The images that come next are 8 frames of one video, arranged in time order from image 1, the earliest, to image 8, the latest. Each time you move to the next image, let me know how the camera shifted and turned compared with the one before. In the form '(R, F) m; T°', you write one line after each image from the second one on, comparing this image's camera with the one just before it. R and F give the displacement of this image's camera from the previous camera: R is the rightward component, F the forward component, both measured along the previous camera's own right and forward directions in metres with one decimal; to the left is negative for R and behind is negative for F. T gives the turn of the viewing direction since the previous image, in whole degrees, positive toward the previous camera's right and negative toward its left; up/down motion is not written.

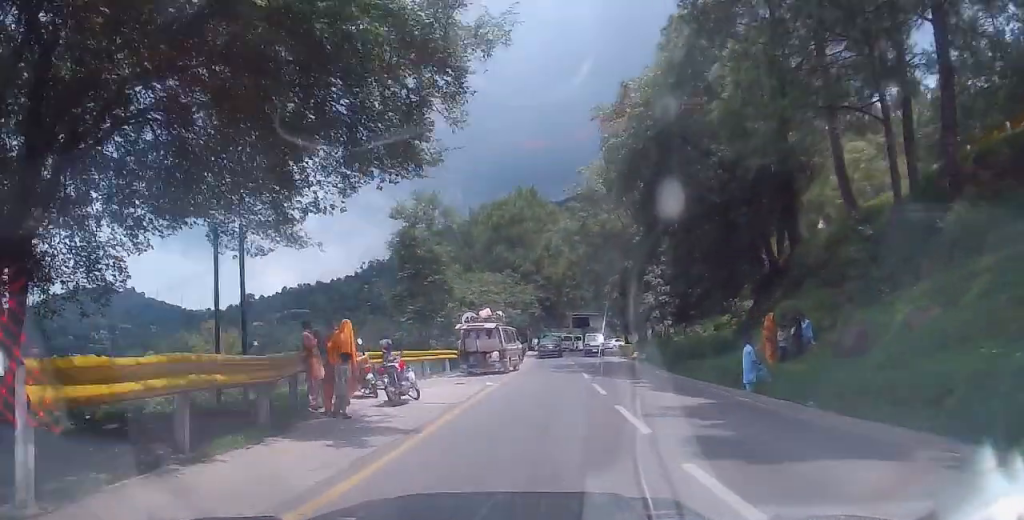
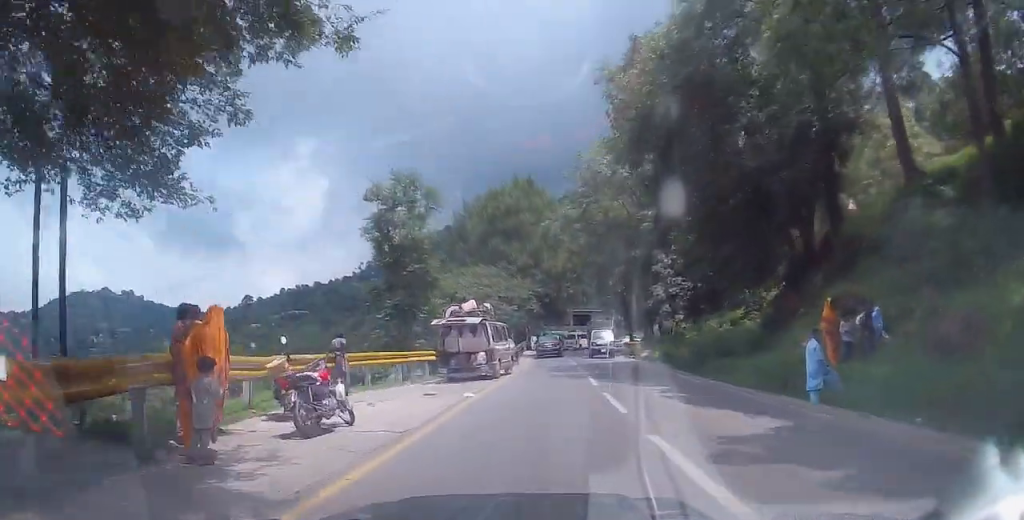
(-0.1, +4.4) m; +1°
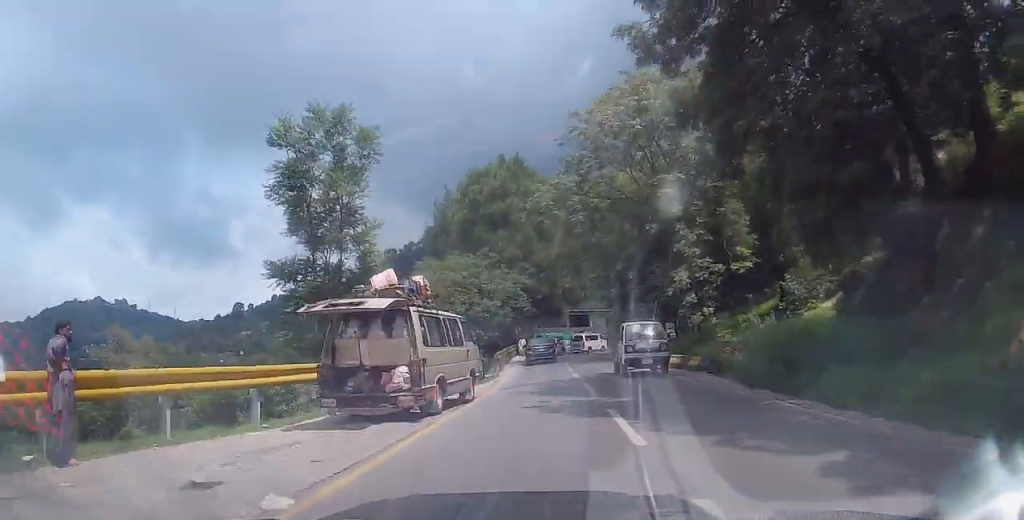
(+0.5, +9.6) m; -1°
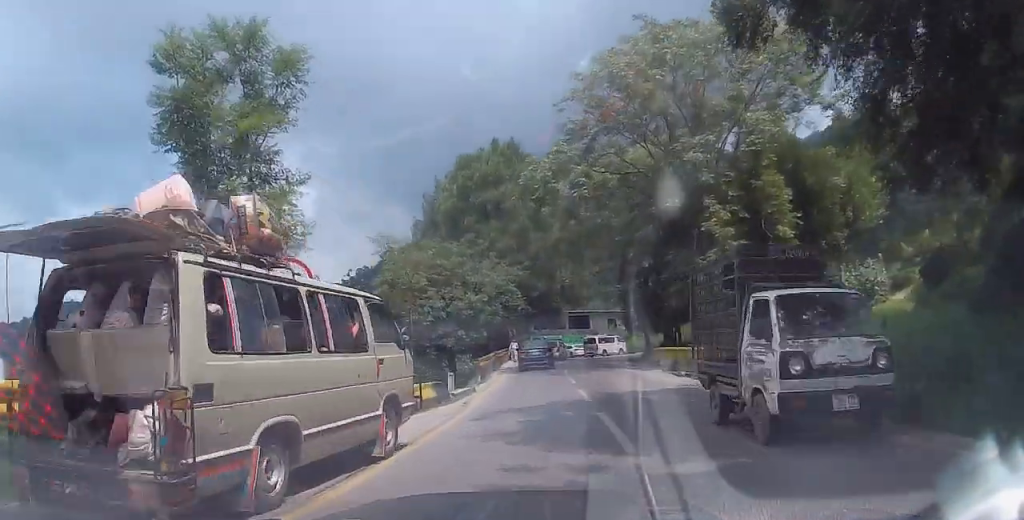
(-0.5, +6.5) m; -1°
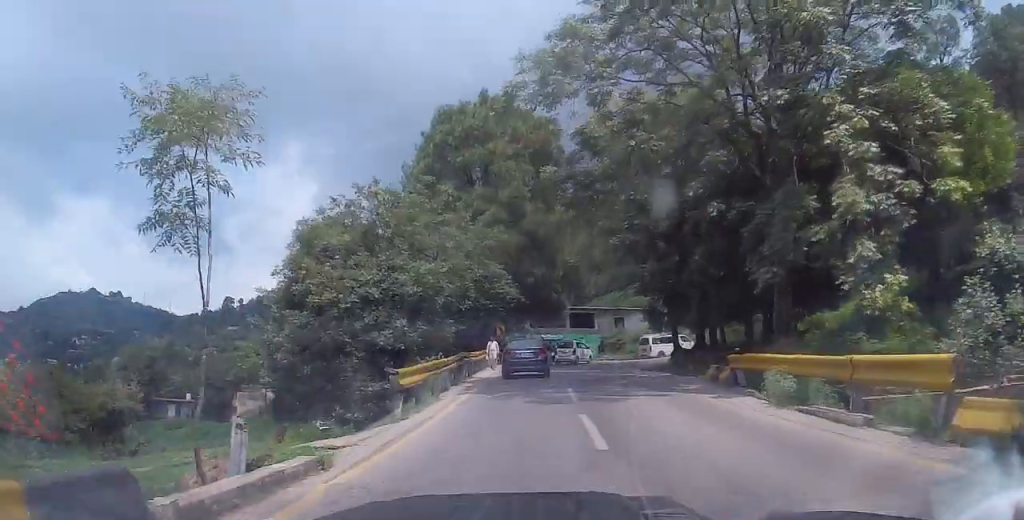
(+0.1, +11.6) m; -2°
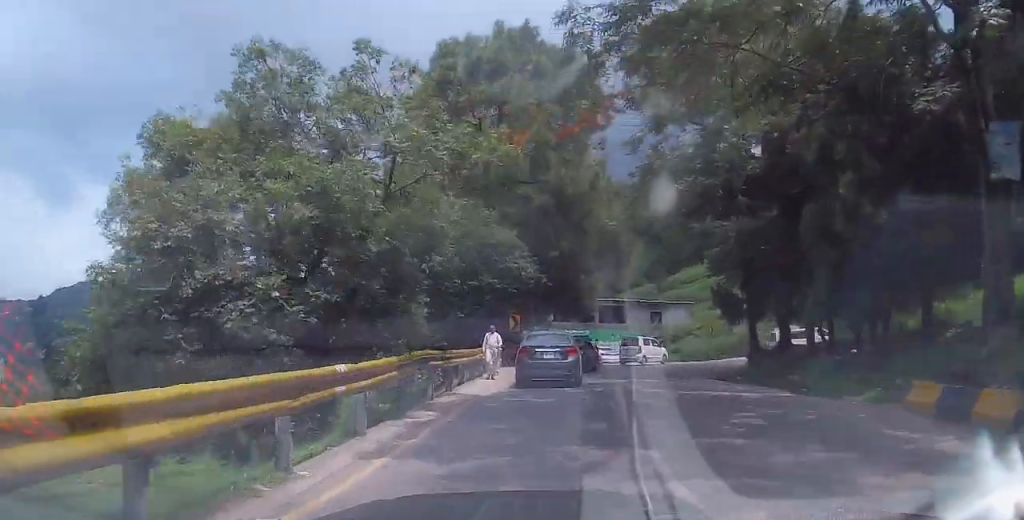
(-0.5, +10.2) m; -1°
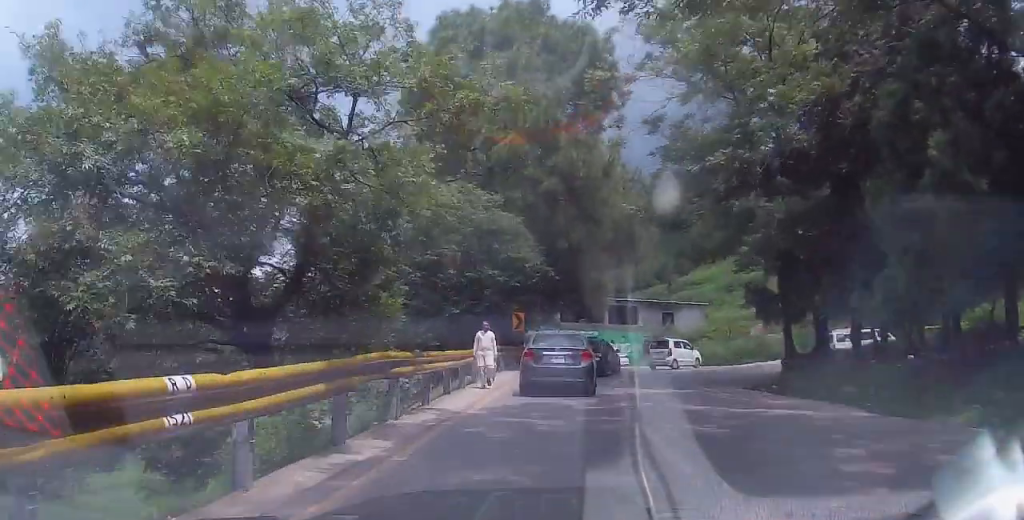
(+0.2, +3.4) m; 0°
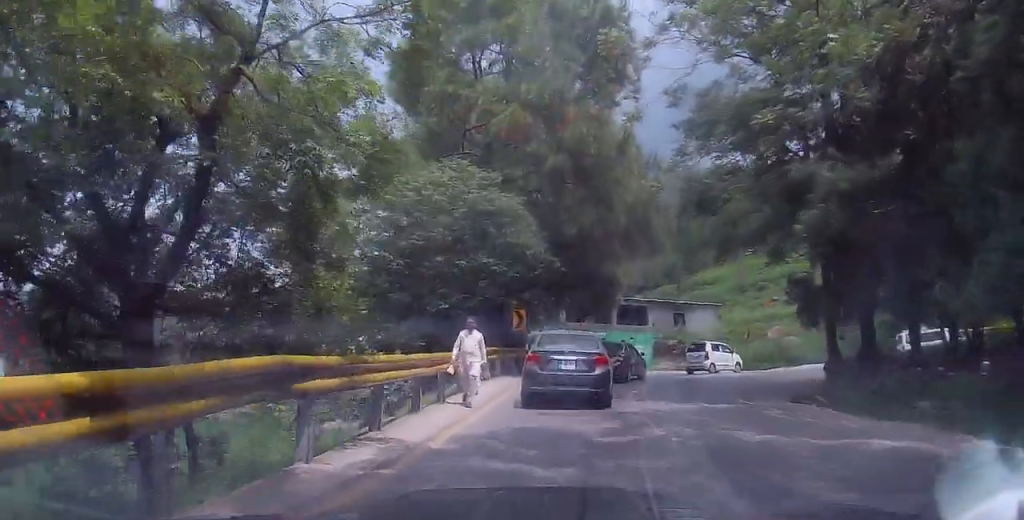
(-0.1, +3.4) m; 0°
